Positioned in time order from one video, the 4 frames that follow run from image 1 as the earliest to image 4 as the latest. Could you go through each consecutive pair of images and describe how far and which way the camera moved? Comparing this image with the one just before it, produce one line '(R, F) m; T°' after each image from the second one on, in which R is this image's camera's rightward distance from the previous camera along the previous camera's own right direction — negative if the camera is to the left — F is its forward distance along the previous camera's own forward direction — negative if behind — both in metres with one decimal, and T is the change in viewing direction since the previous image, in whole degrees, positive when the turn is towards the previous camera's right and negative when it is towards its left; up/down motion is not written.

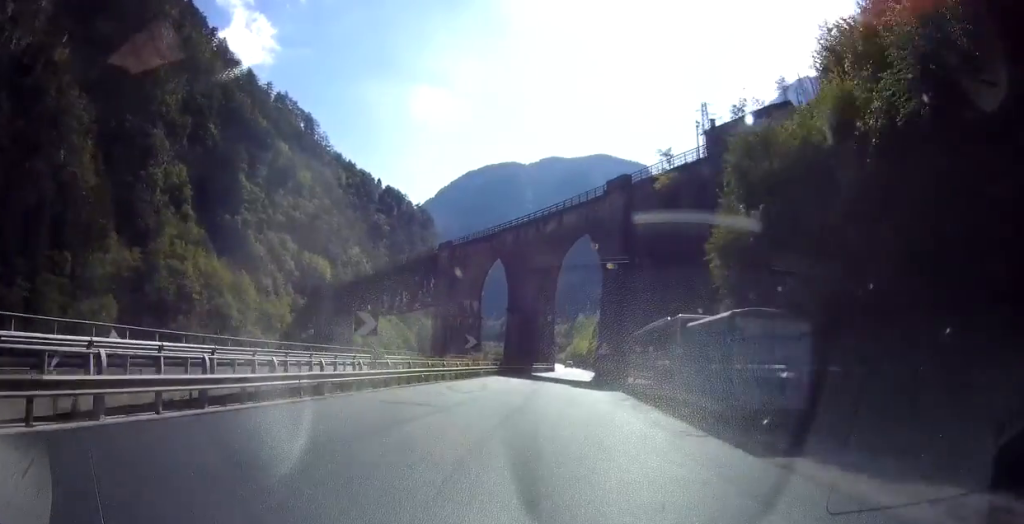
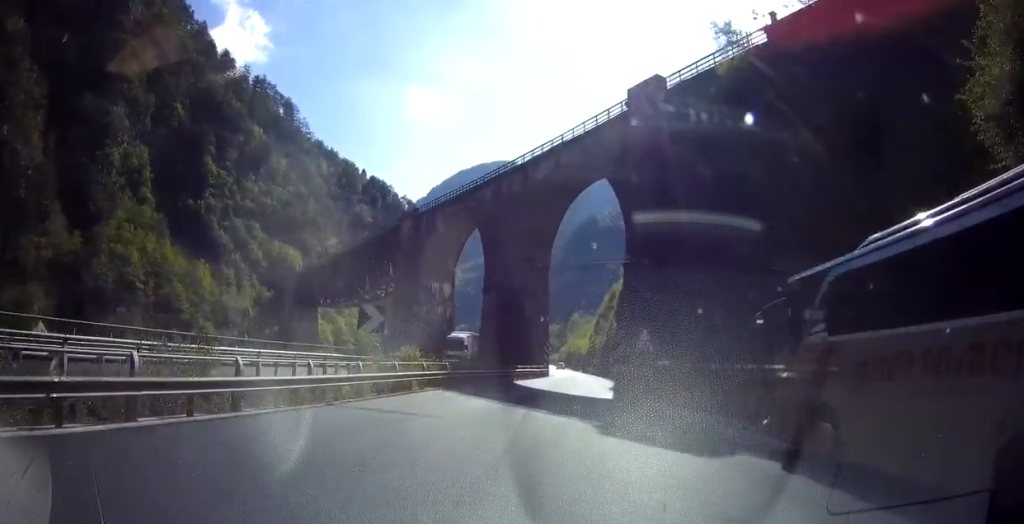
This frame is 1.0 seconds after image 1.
(+0.2, +20.3) m; +1°
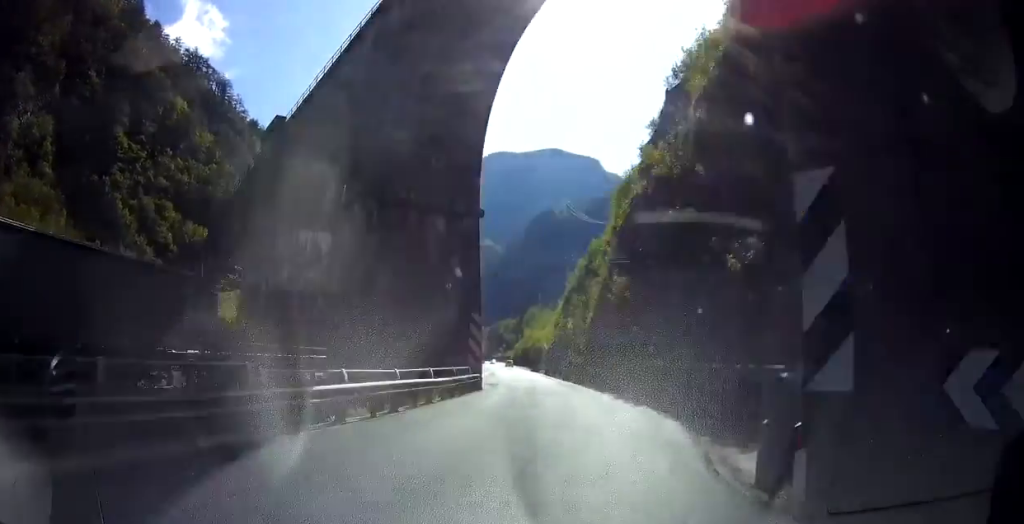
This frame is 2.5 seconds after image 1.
(+1.0, +28.7) m; +2°
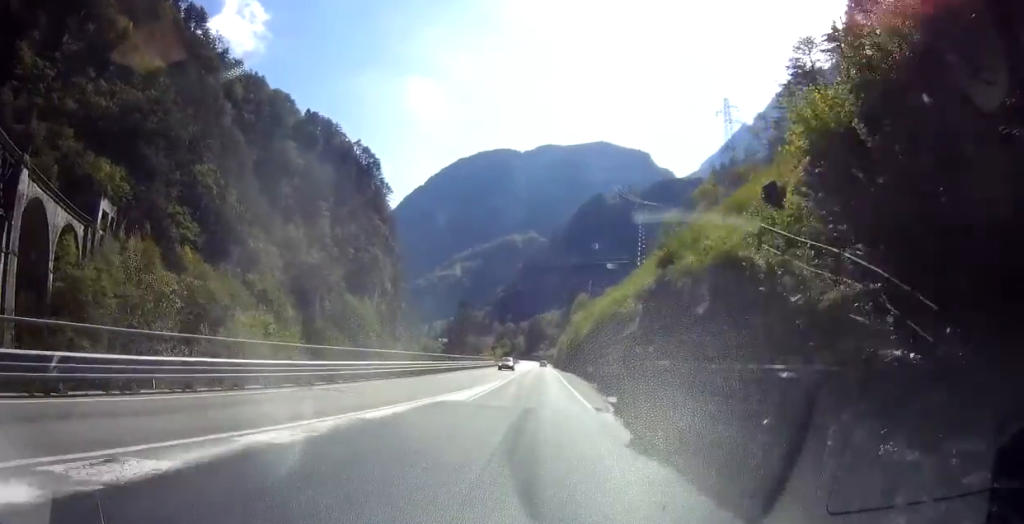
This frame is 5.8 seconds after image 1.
(-7.6, +61.7) m; -2°
